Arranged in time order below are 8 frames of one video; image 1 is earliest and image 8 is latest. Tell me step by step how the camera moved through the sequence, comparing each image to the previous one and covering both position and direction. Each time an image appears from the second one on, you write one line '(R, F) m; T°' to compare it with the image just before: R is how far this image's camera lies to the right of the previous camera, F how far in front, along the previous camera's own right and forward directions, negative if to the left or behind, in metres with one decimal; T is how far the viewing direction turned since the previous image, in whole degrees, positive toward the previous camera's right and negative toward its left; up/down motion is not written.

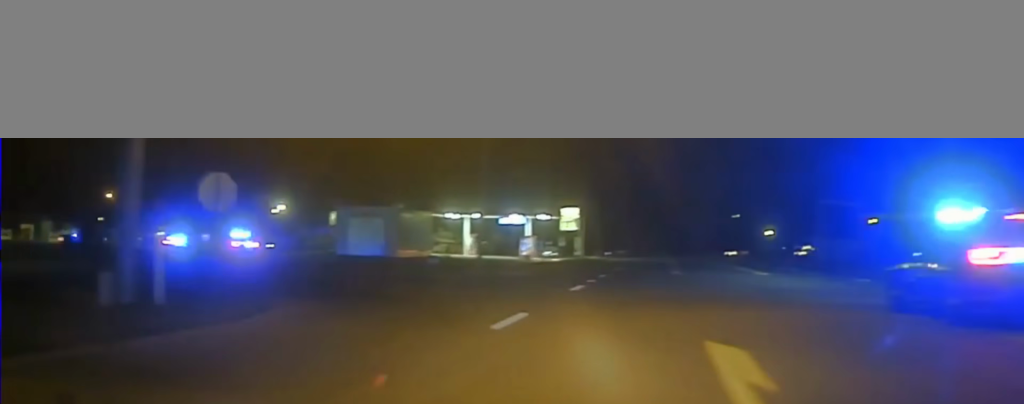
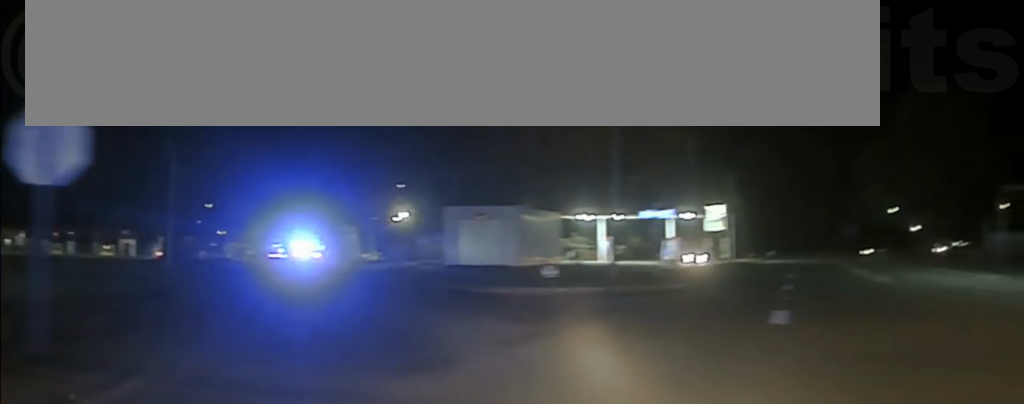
(+0.3, +13.9) m; -1°
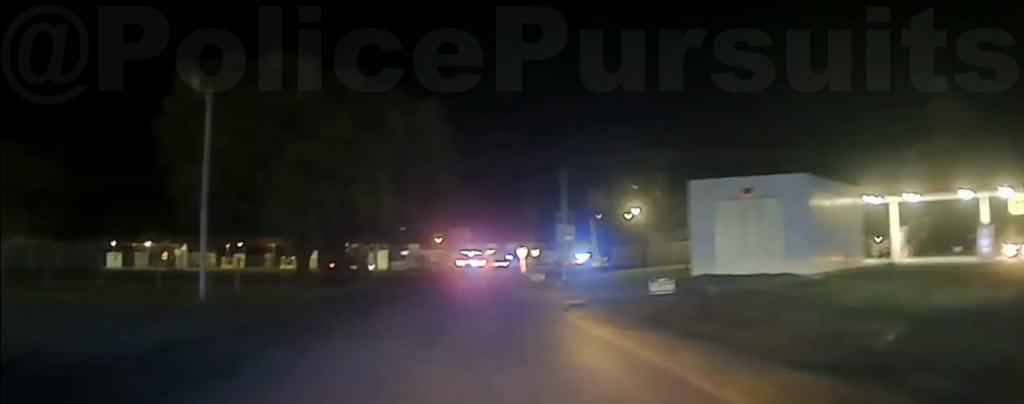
(-2.1, +23.2) m; -15°
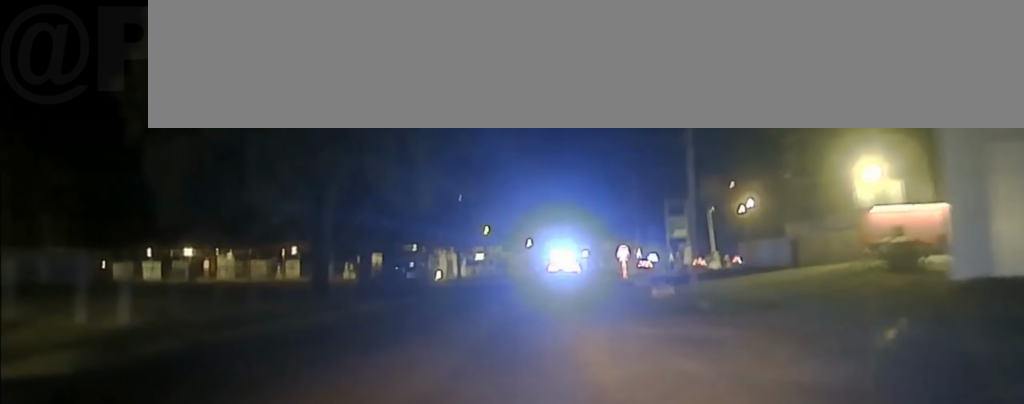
(-2.2, +15.8) m; -12°
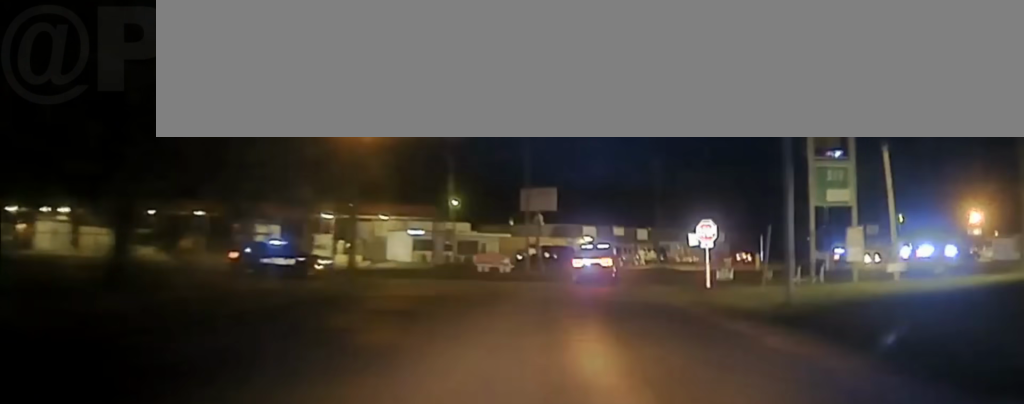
(-4.1, +35.2) m; -8°
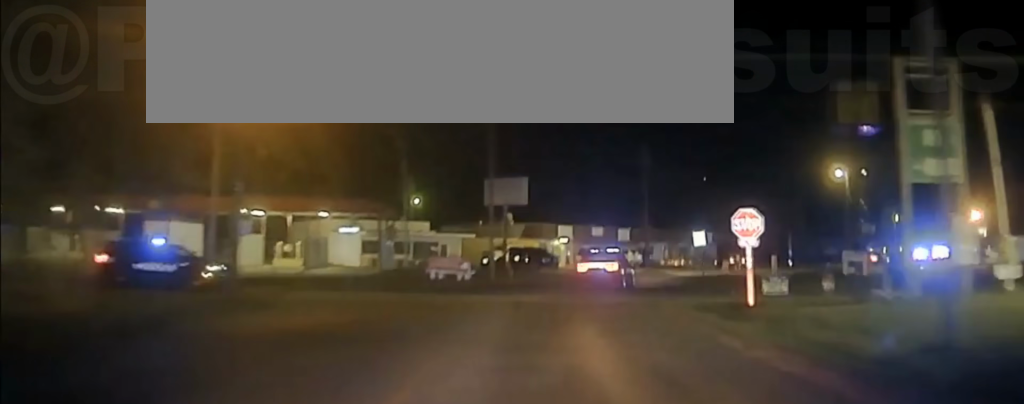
(-0.2, +11.7) m; 0°
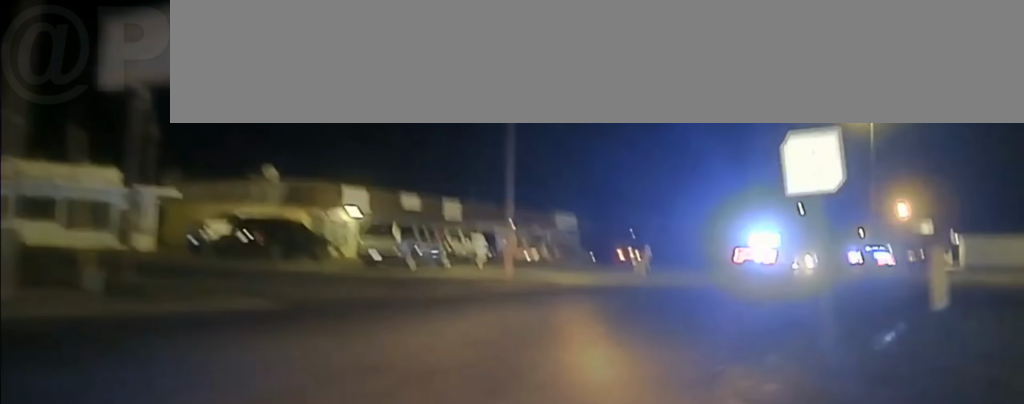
(+2.0, +42.0) m; +11°
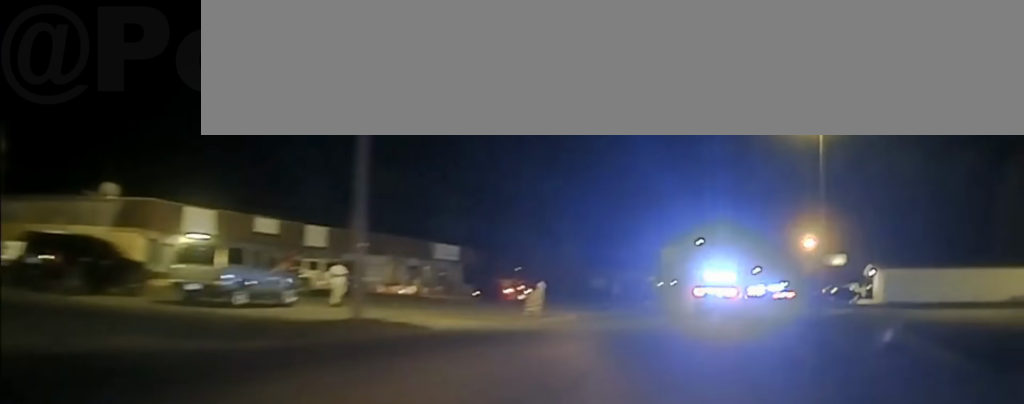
(+0.8, +8.7) m; +6°
